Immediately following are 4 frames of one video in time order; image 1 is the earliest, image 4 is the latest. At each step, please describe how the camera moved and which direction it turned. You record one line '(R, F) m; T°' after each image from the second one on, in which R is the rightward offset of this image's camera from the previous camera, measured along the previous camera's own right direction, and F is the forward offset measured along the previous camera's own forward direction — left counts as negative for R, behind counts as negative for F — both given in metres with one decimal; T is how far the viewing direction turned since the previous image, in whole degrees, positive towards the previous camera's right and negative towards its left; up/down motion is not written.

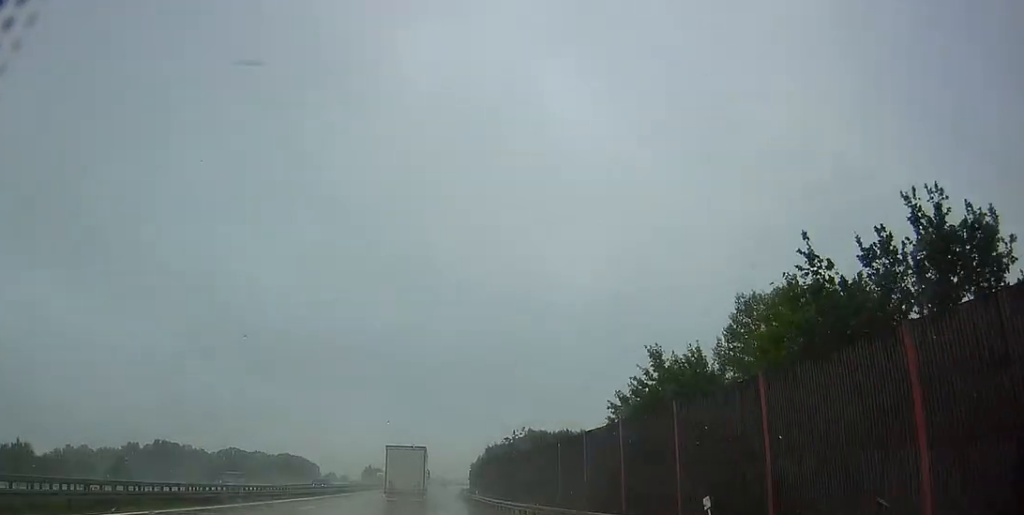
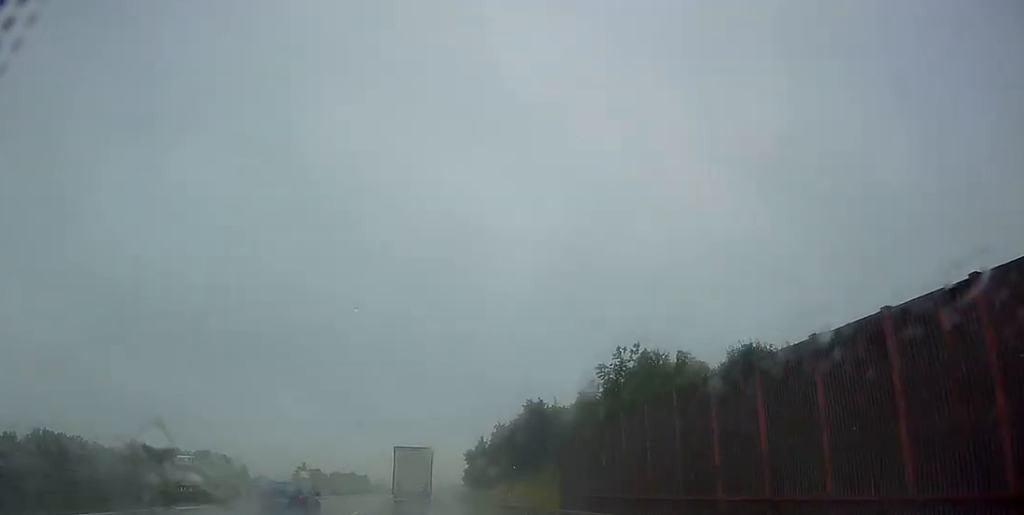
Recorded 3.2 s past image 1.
(+2.9, +76.5) m; +3°
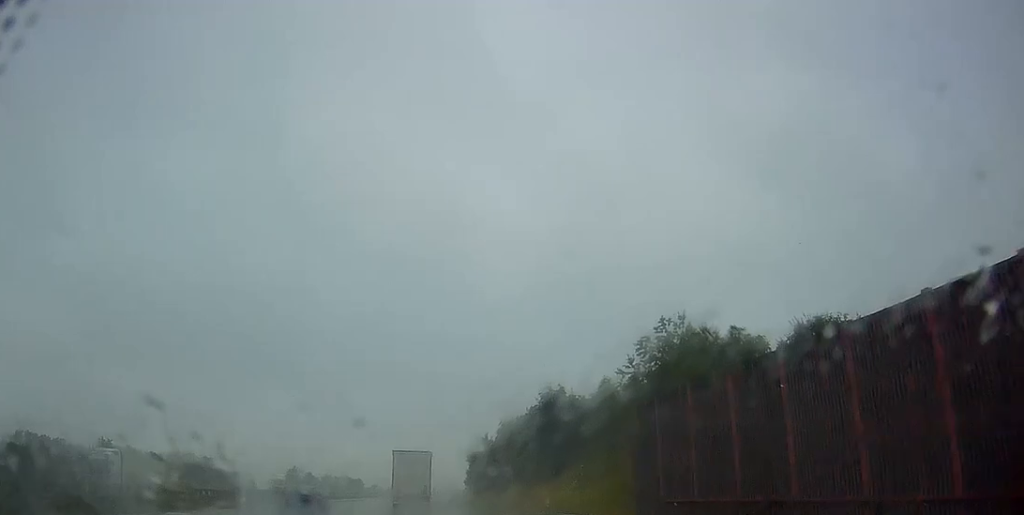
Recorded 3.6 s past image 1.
(+0.2, +9.4) m; +1°
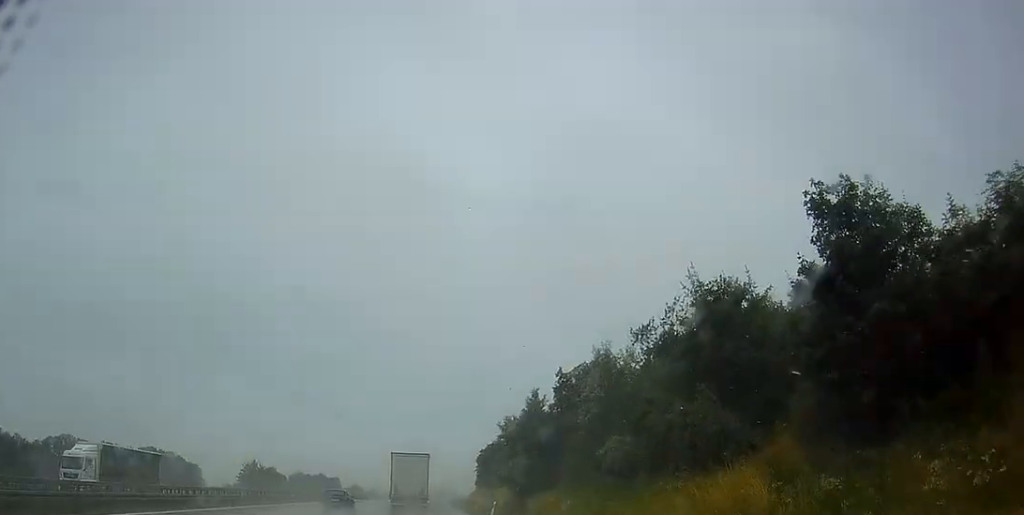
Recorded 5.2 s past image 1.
(+1.1, +36.5) m; +1°
